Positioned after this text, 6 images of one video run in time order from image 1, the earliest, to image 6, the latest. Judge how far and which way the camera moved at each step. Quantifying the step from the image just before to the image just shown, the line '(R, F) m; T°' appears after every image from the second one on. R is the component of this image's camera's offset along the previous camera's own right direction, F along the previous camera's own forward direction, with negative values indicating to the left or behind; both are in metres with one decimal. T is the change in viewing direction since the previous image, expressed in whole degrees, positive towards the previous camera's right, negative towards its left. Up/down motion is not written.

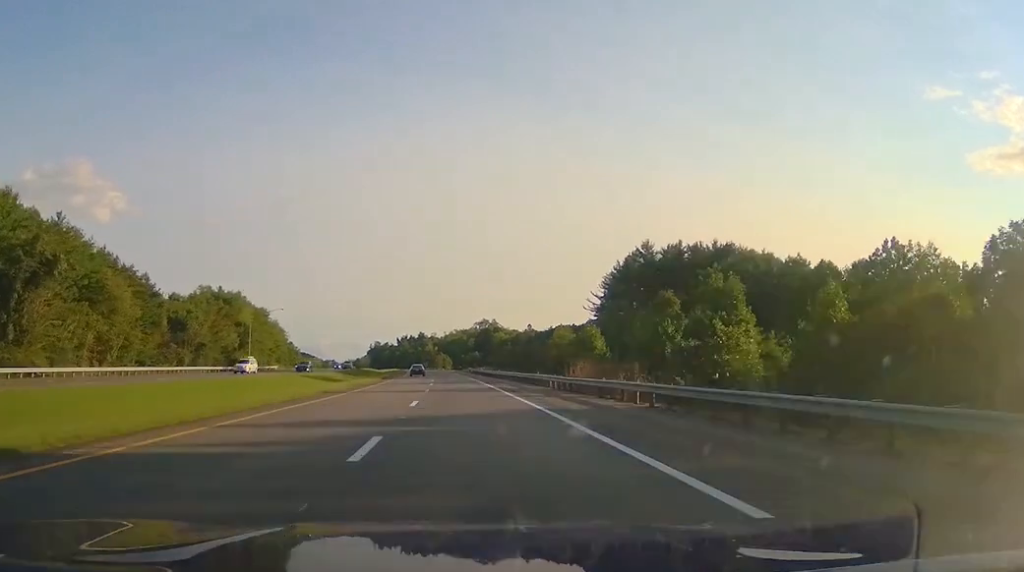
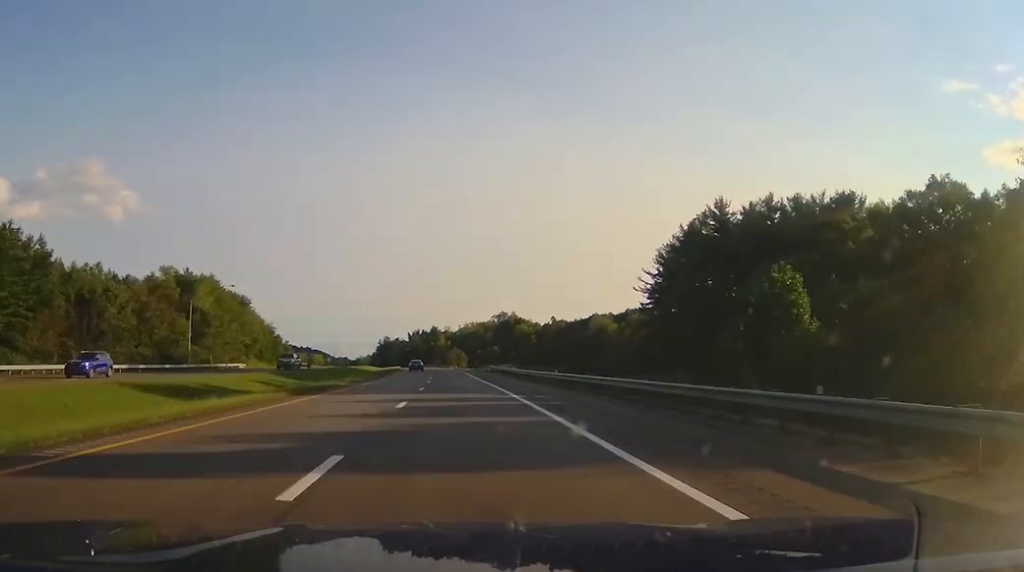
(-0.3, +39.4) m; -1°
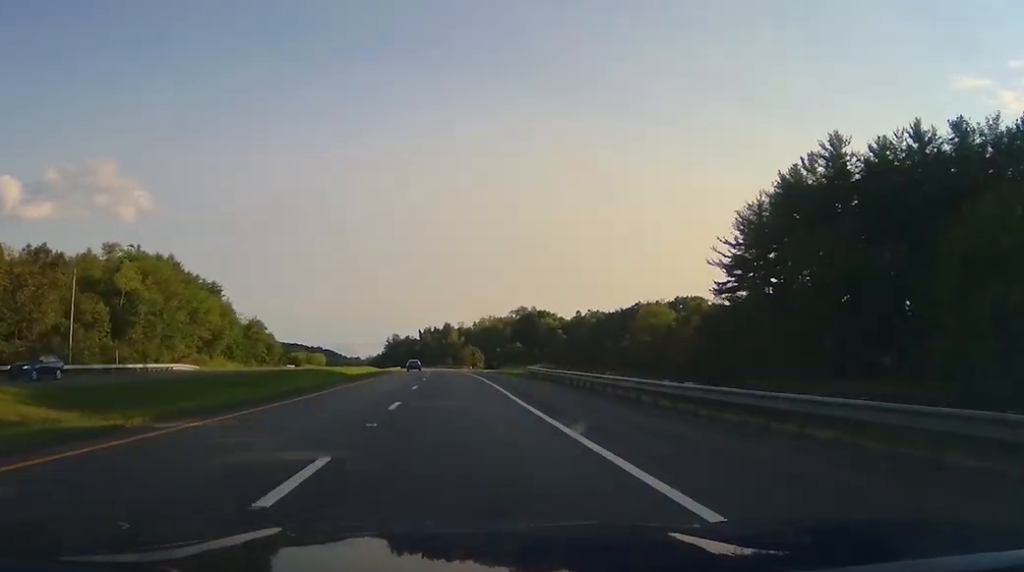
(-0.5, +37.2) m; -2°
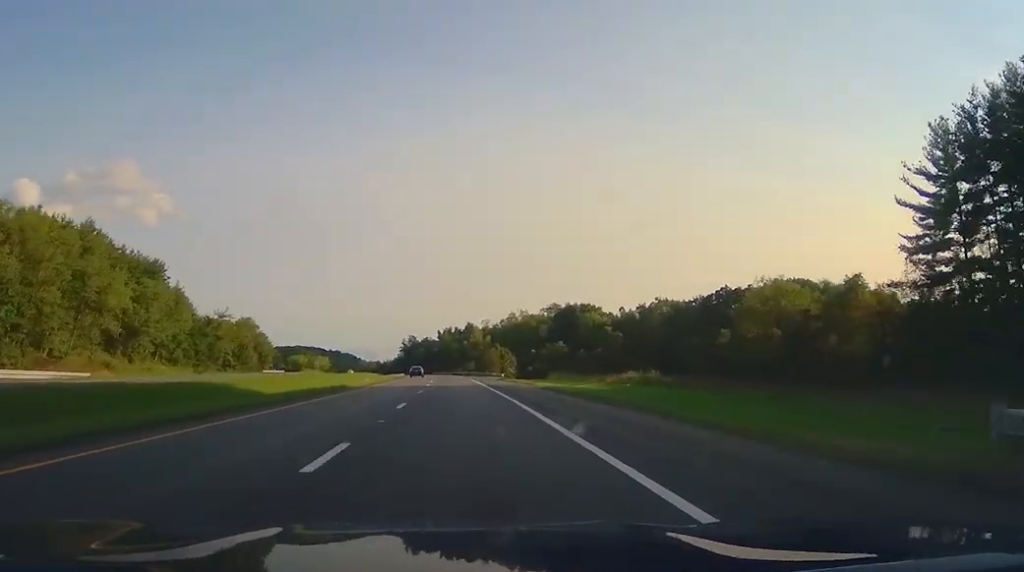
(-0.8, +46.5) m; -2°
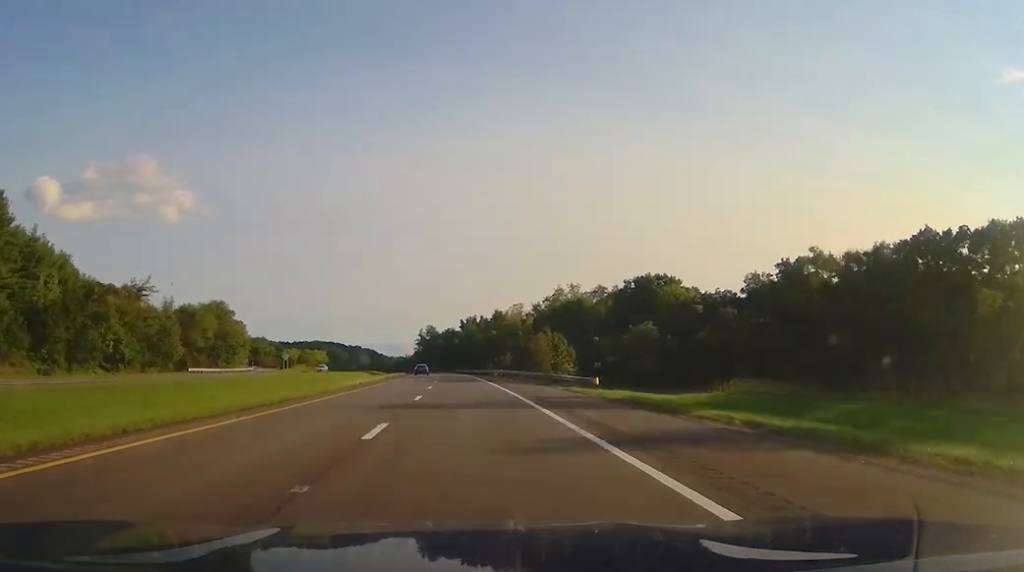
(-0.9, +57.4) m; -2°
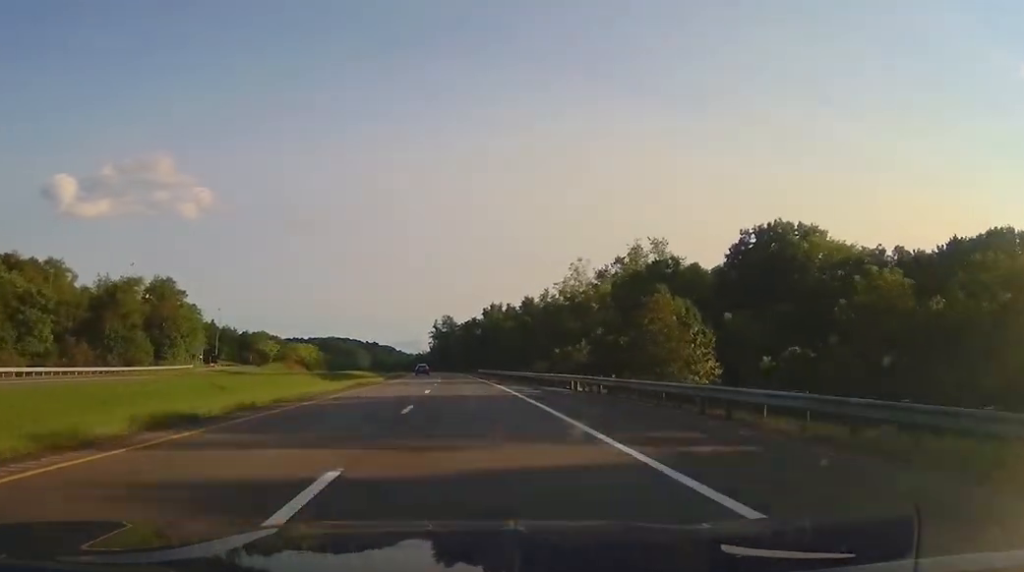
(-1.2, +55.7) m; -3°
